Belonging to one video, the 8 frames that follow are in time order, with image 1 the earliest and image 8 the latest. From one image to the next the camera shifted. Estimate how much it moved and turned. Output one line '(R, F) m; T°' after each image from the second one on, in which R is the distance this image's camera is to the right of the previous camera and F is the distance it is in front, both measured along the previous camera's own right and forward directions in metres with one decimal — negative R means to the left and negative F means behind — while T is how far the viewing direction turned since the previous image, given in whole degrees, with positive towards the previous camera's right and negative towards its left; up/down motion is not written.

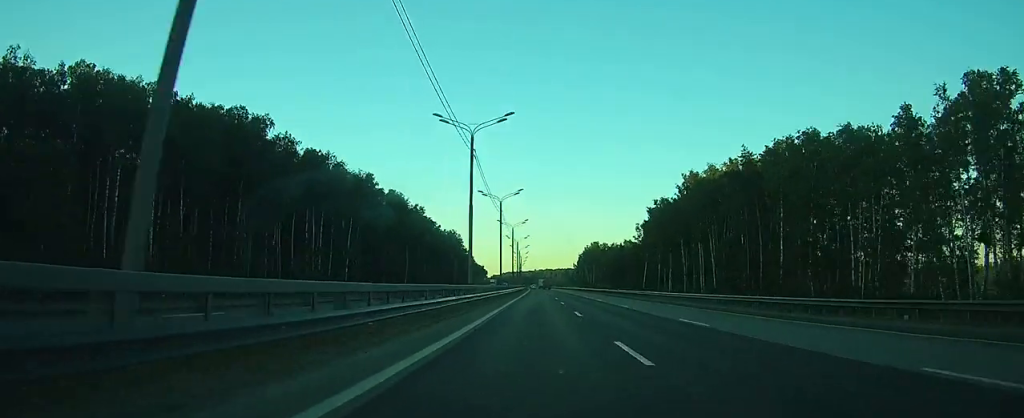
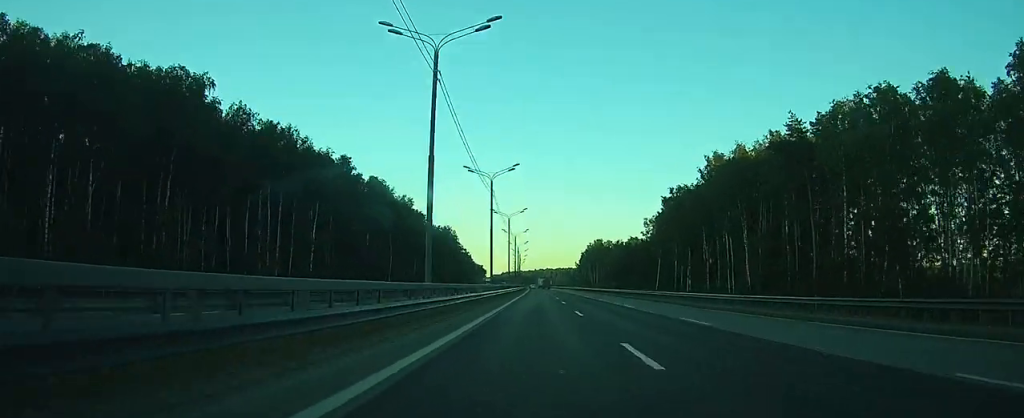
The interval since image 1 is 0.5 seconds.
(-0.1, +16.4) m; 0°
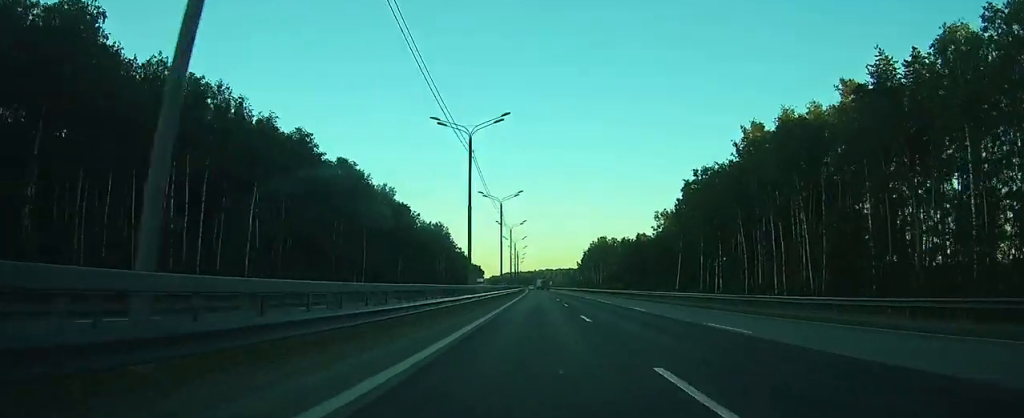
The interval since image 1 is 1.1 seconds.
(0.0, +19.7) m; 0°
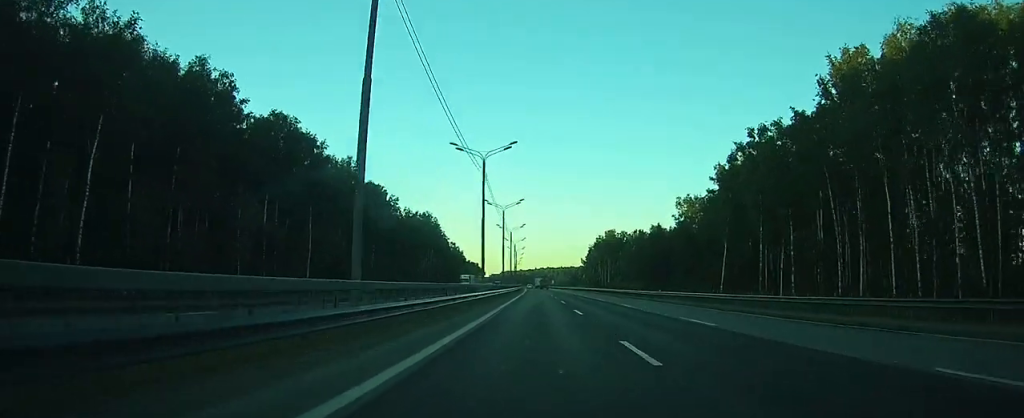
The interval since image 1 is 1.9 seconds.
(0.0, +27.4) m; 0°
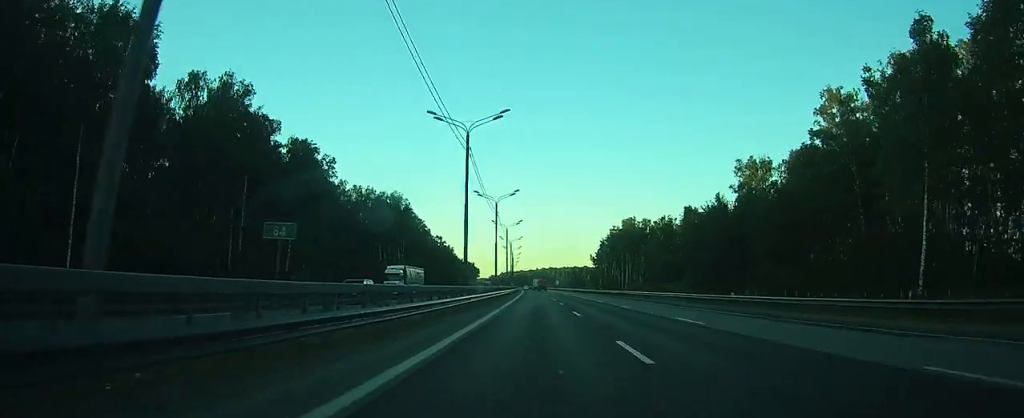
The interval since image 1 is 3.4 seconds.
(-0.1, +47.6) m; 0°
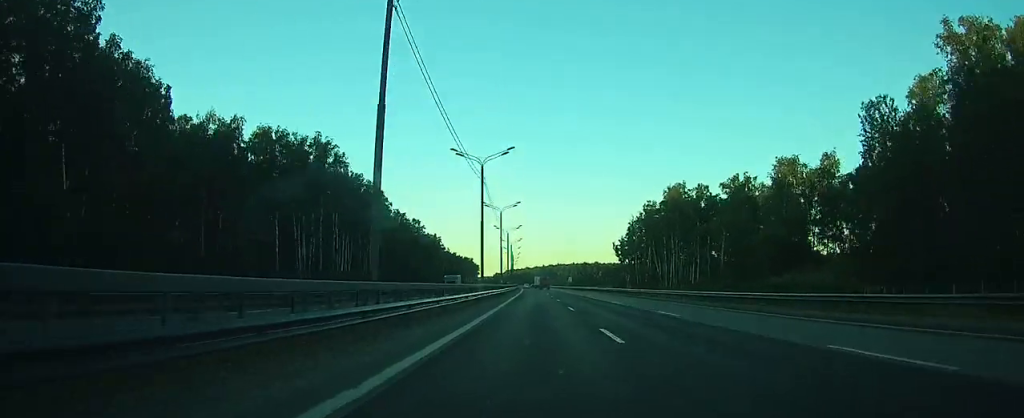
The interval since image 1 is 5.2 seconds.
(-0.1, +62.3) m; 0°
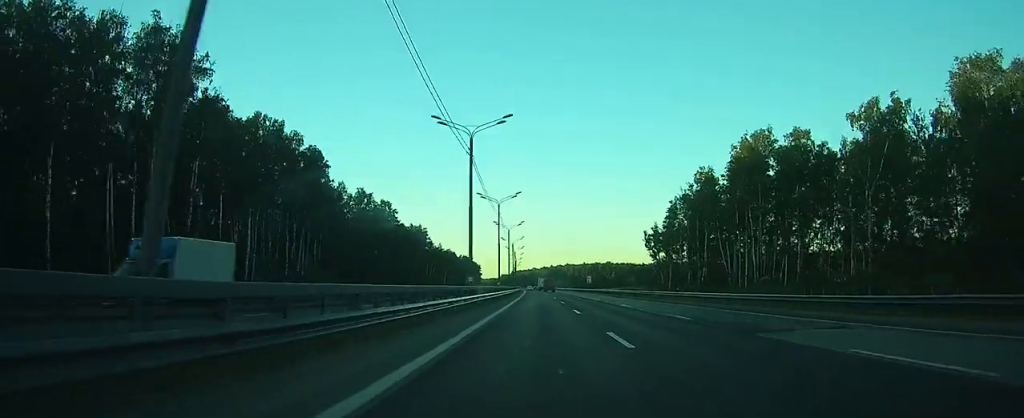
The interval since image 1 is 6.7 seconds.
(+0.7, +50.4) m; -2°
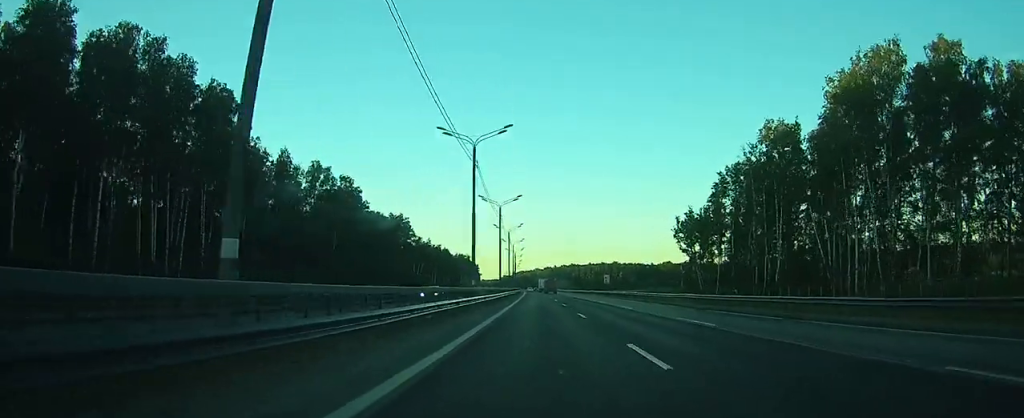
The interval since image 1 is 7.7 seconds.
(-1.9, +33.5) m; -2°
